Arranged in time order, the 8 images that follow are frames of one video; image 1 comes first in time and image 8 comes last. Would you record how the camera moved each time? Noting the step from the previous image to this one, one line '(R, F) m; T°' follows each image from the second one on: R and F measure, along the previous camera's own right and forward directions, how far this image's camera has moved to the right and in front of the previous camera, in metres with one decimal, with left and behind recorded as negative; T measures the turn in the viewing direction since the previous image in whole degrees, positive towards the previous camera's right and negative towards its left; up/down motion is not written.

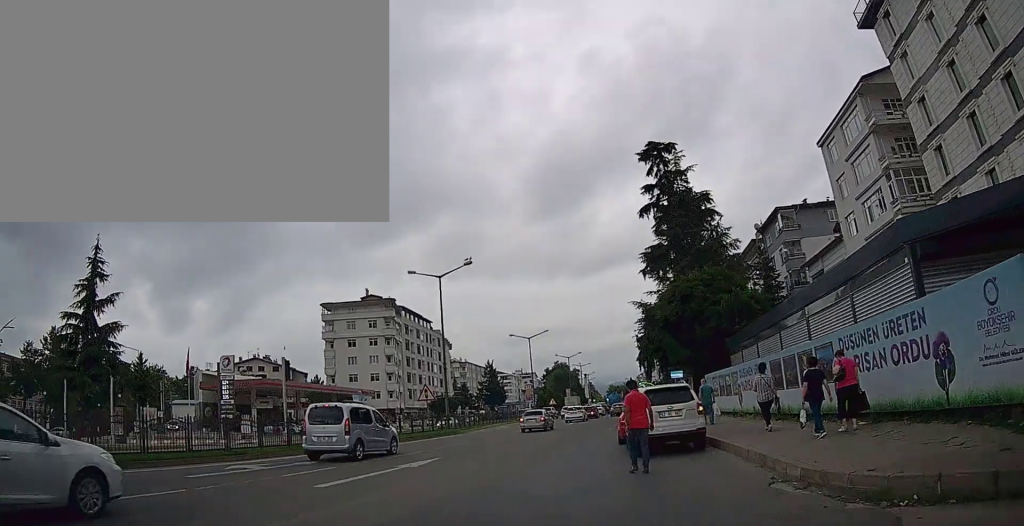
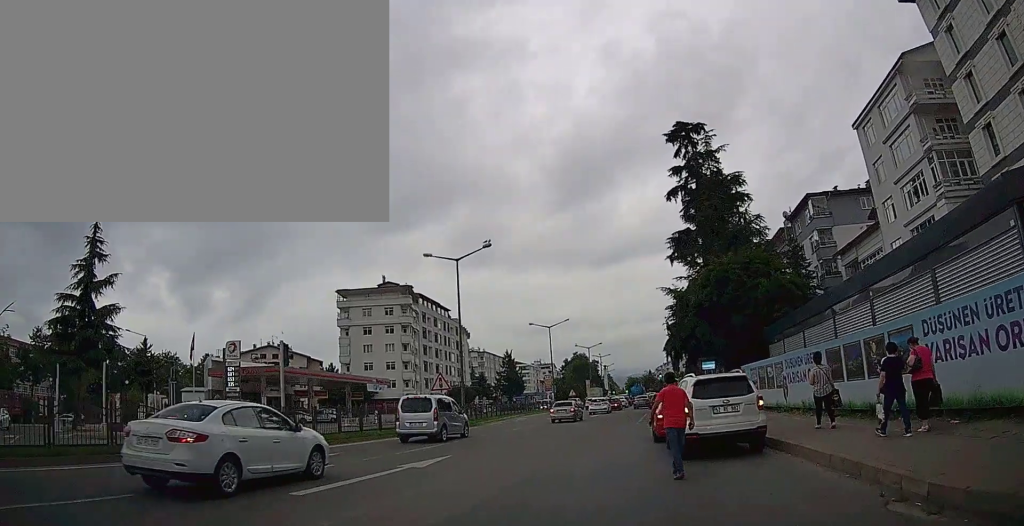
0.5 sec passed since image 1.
(-0.1, +2.3) m; -4°
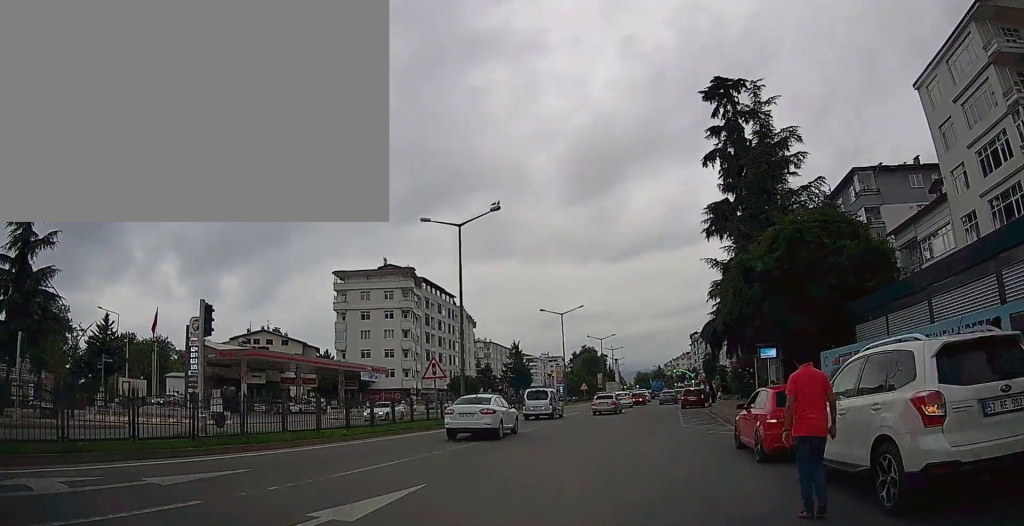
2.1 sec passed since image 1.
(-0.4, +6.6) m; -2°
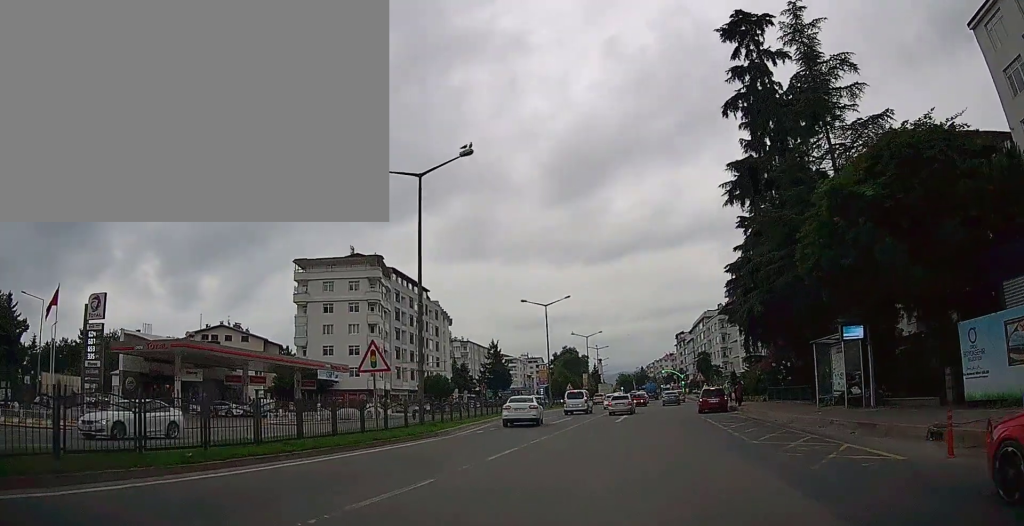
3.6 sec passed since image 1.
(+0.4, +7.9) m; +6°
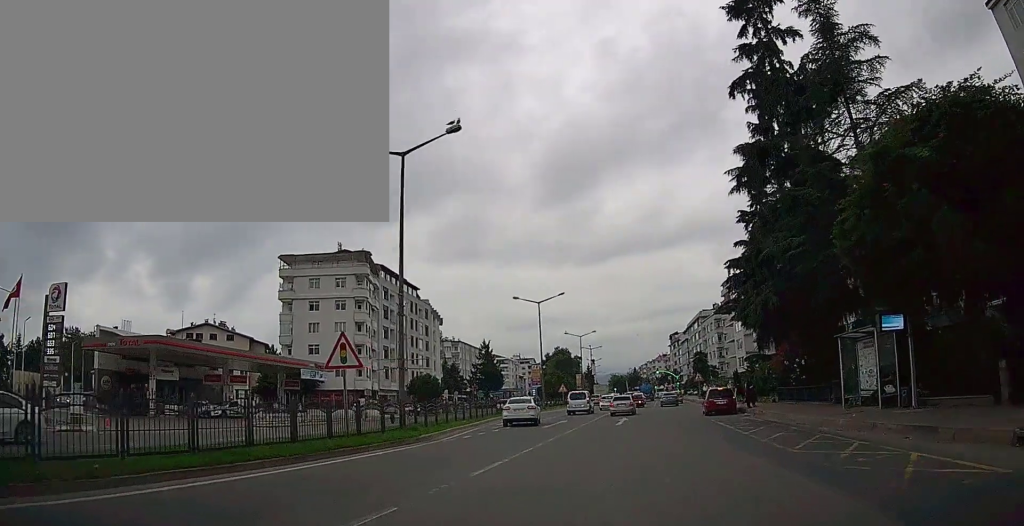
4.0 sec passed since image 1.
(0.0, +2.6) m; +1°
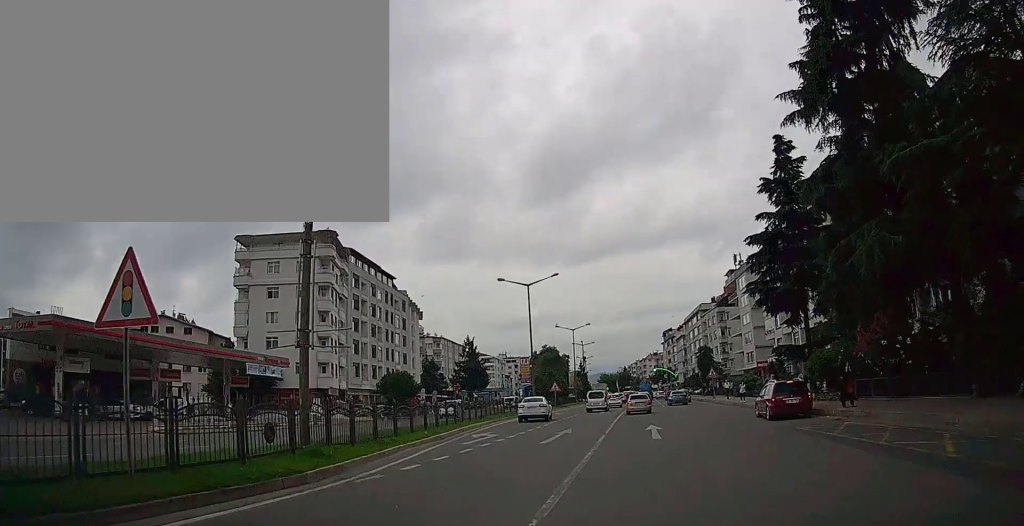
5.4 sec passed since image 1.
(+0.4, +9.4) m; +2°
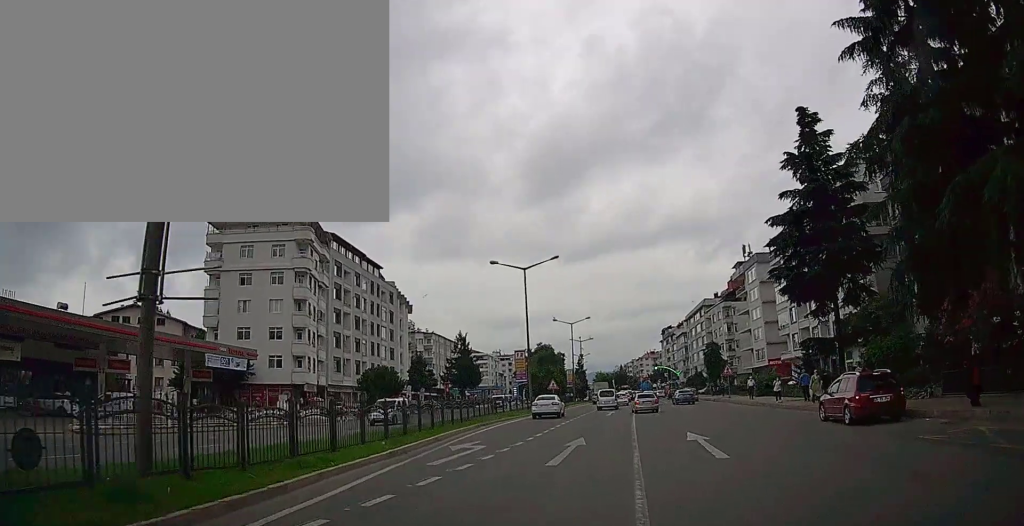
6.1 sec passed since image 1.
(-0.1, +6.0) m; -1°
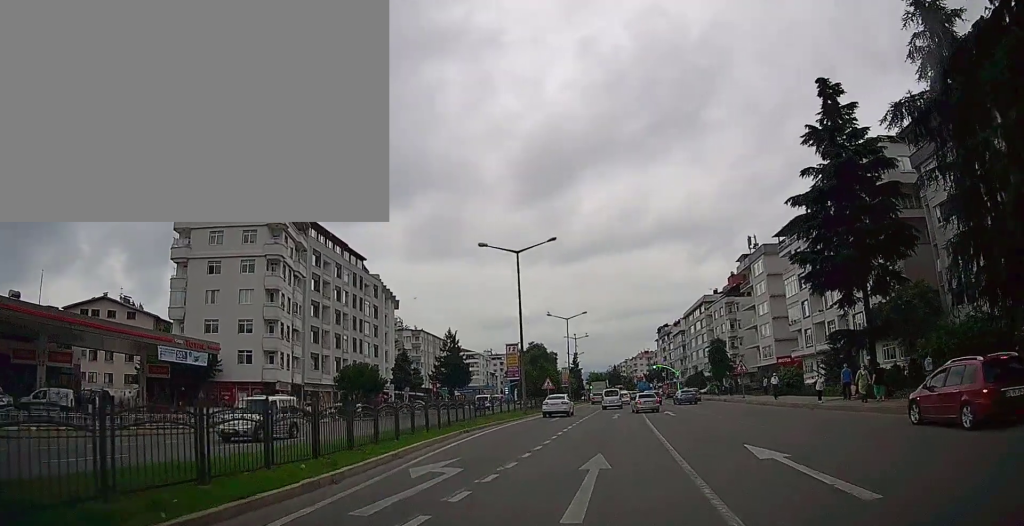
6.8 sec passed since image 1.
(-0.1, +5.2) m; 0°
